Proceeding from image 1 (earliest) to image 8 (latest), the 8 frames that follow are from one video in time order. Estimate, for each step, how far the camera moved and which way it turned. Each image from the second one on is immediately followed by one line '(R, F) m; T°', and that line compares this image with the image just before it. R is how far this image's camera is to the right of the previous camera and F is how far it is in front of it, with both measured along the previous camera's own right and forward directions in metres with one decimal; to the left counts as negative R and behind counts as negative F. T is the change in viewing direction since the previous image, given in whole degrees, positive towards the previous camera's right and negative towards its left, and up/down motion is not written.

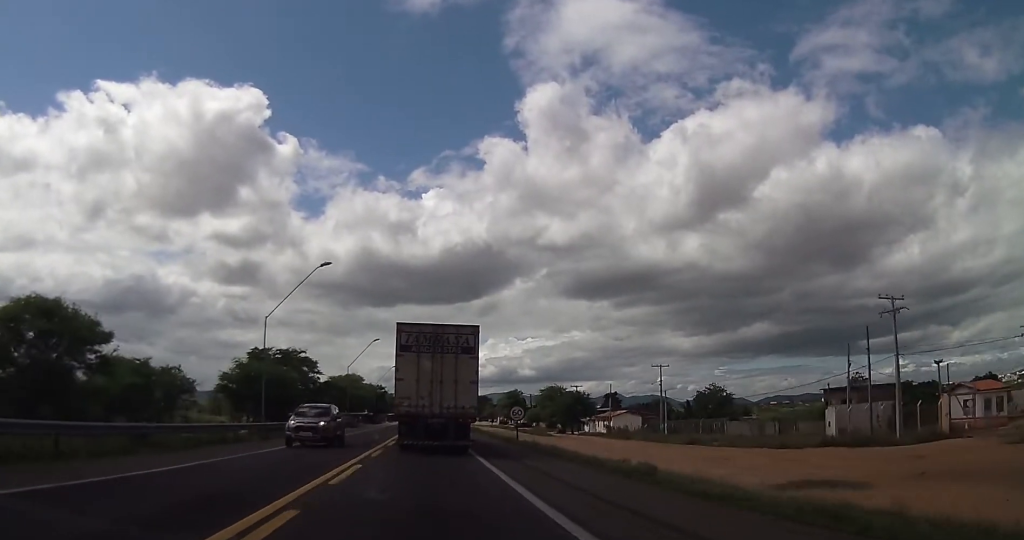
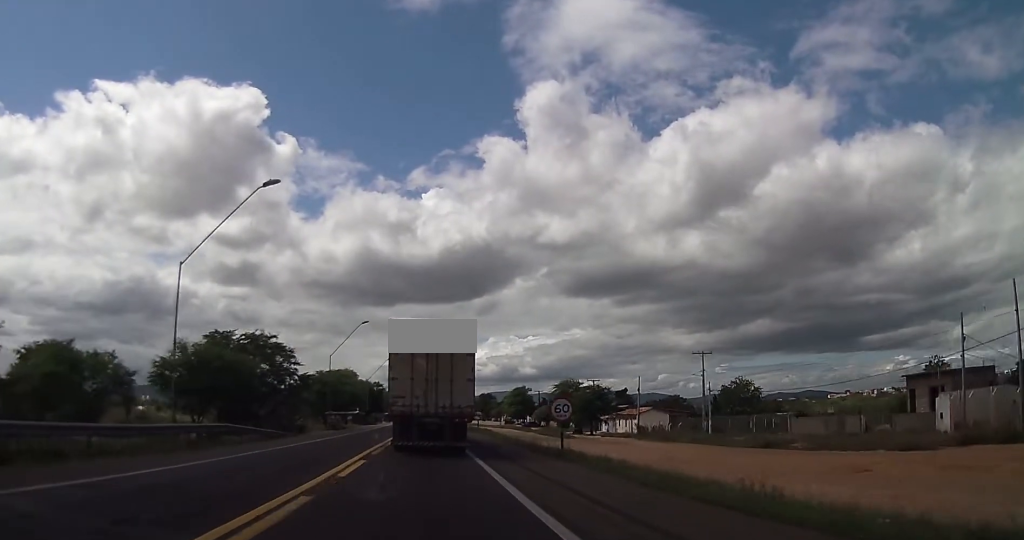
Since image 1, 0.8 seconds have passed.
(-0.1, +13.9) m; 0°
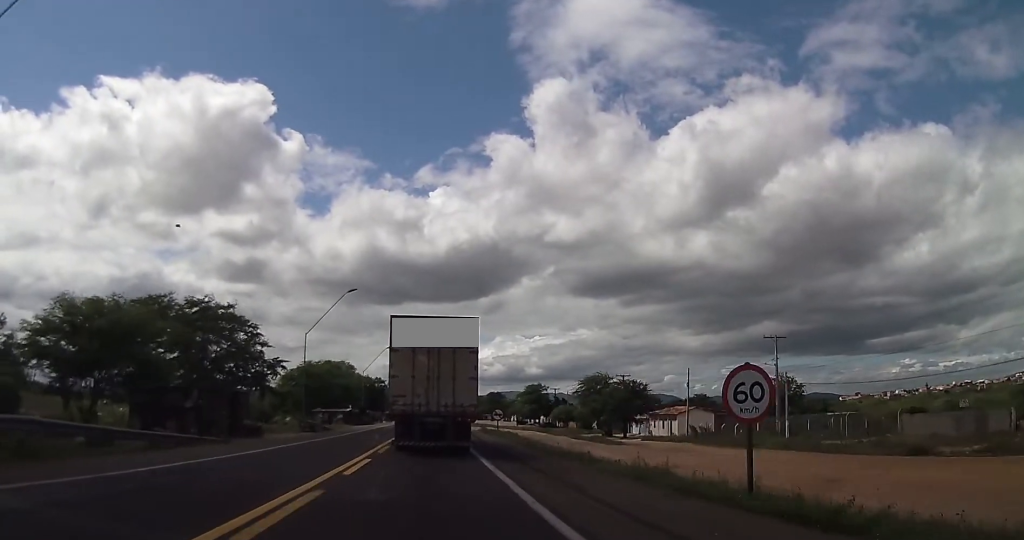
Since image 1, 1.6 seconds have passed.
(+0.2, +15.8) m; +1°
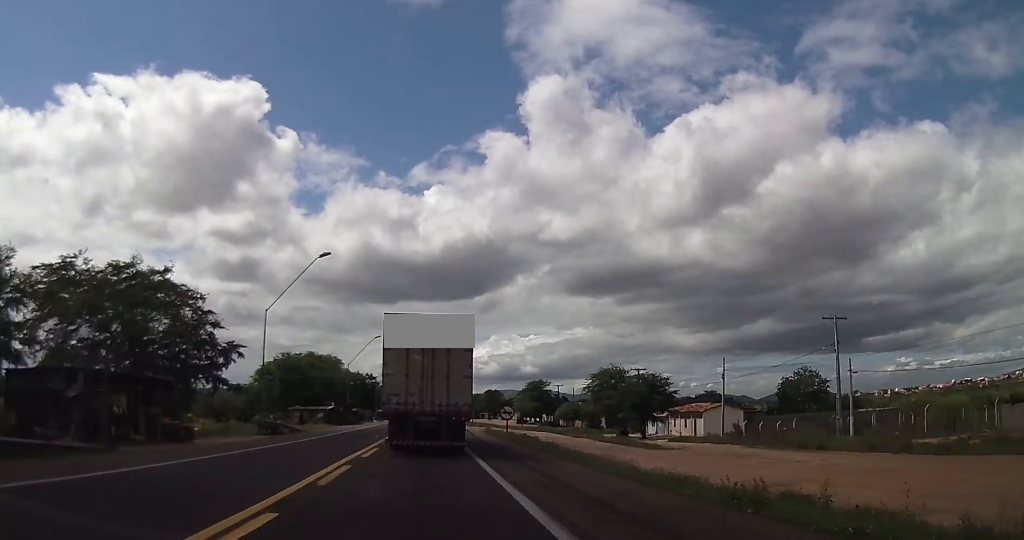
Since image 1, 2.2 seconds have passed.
(0.0, +11.0) m; 0°
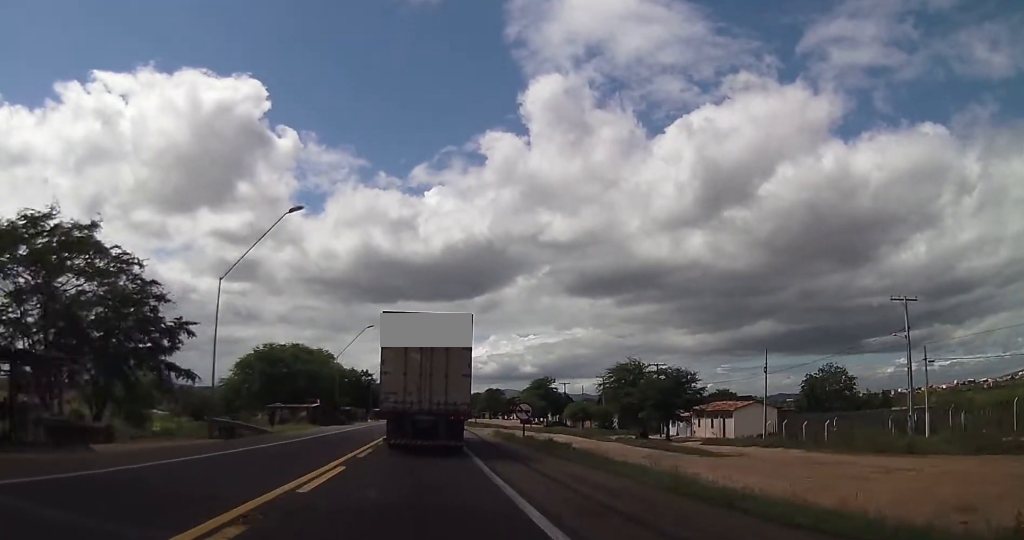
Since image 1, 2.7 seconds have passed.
(0.0, +9.2) m; 0°
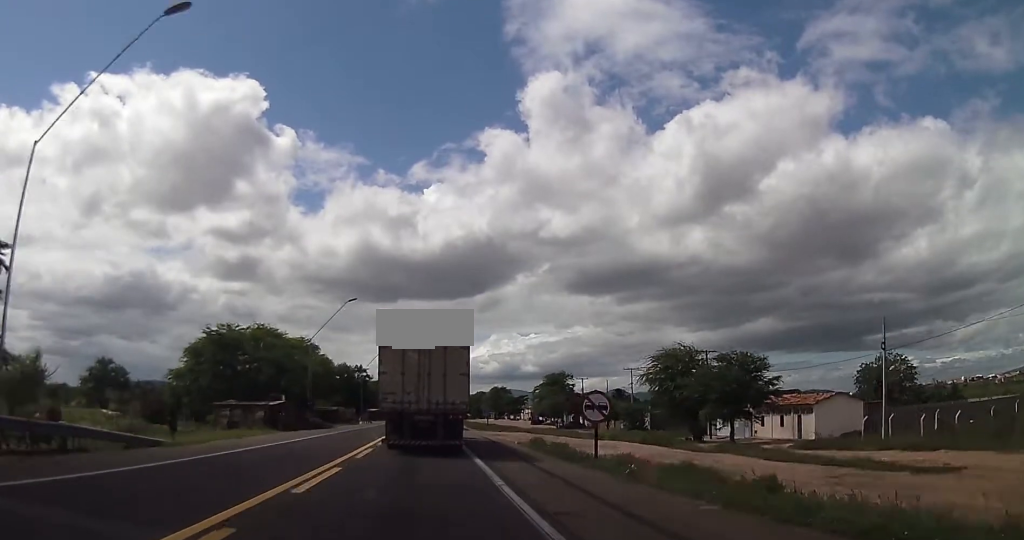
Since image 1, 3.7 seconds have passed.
(0.0, +17.2) m; 0°
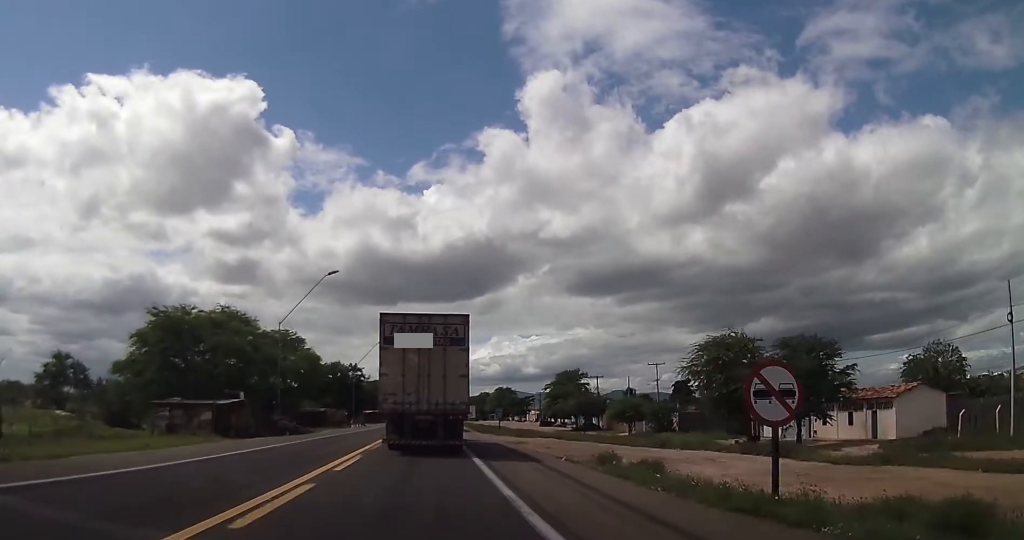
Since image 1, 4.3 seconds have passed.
(0.0, +12.4) m; 0°
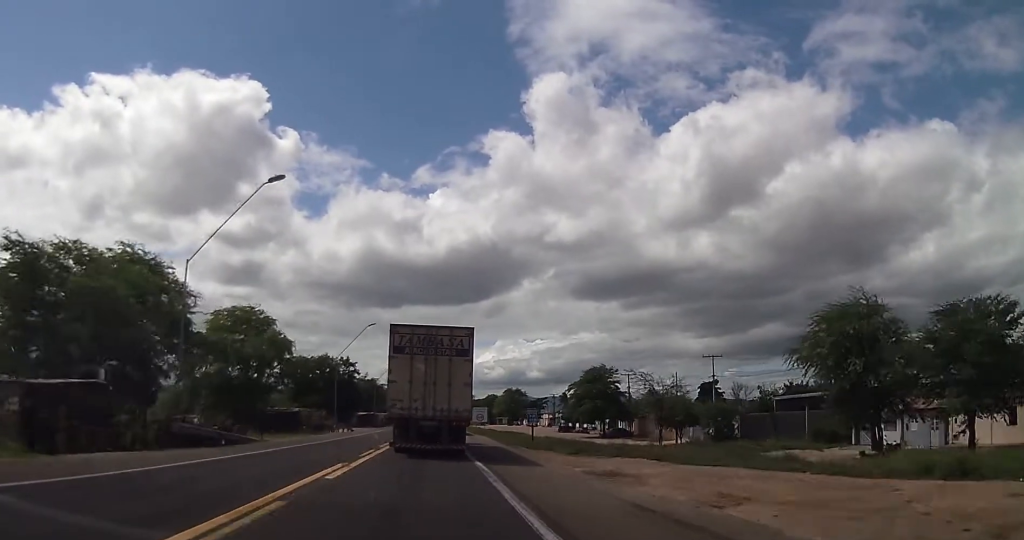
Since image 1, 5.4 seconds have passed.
(-0.1, +20.3) m; 0°
